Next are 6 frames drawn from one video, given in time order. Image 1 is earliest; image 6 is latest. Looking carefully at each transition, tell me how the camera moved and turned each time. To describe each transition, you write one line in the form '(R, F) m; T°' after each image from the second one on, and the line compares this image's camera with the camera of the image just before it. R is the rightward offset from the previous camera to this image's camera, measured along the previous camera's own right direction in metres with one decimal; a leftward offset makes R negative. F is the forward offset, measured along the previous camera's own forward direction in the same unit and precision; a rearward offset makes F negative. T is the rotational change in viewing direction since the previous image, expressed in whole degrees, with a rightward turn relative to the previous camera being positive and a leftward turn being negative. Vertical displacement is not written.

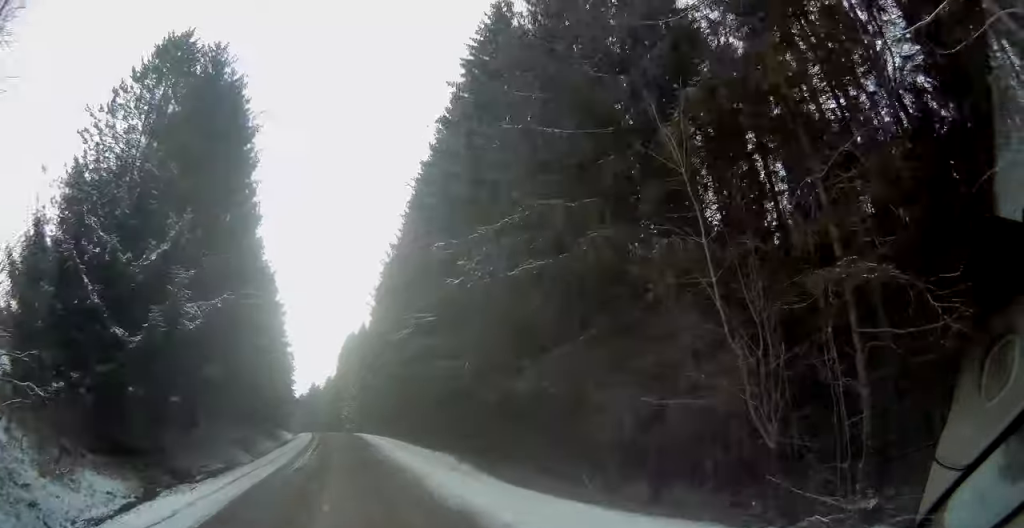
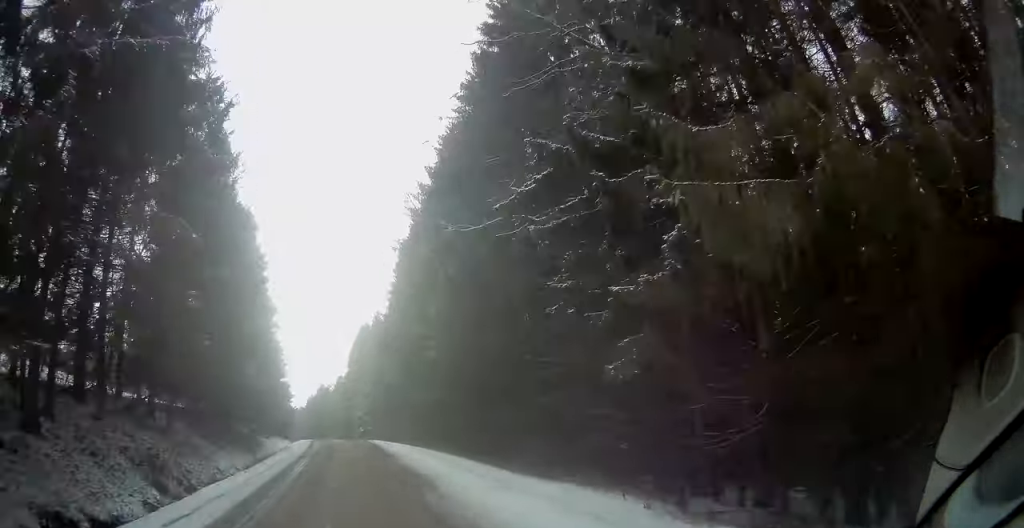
(-1.0, +18.5) m; -1°
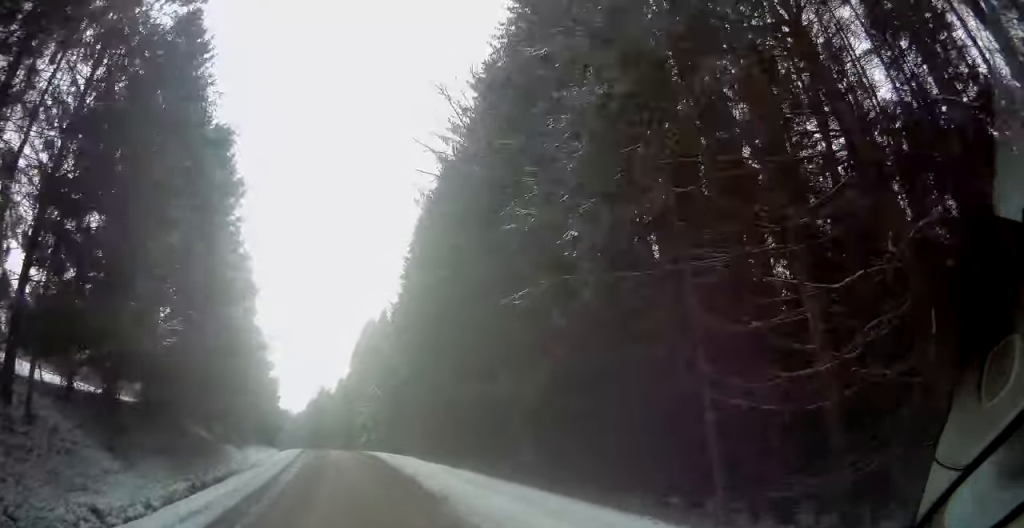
(+0.8, +13.3) m; +2°
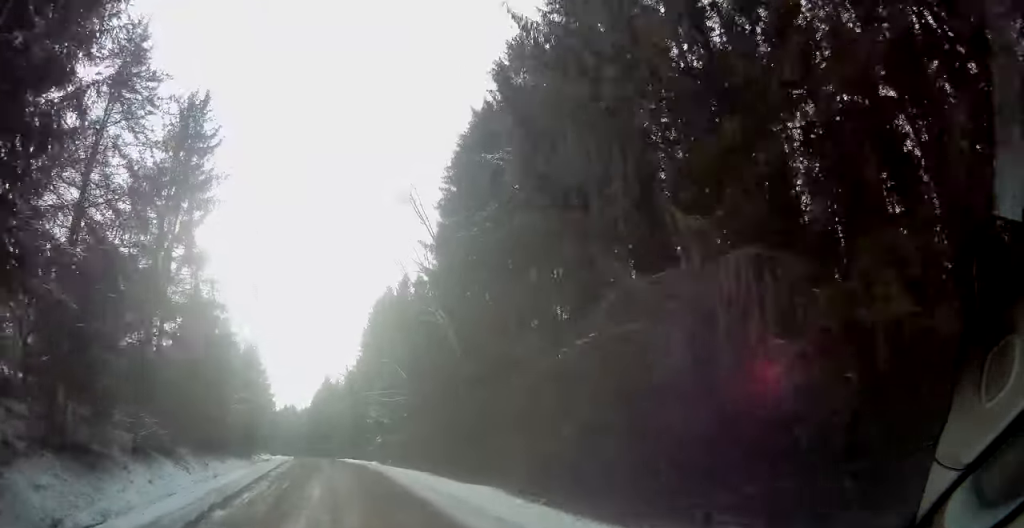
(-0.3, +23.4) m; -3°
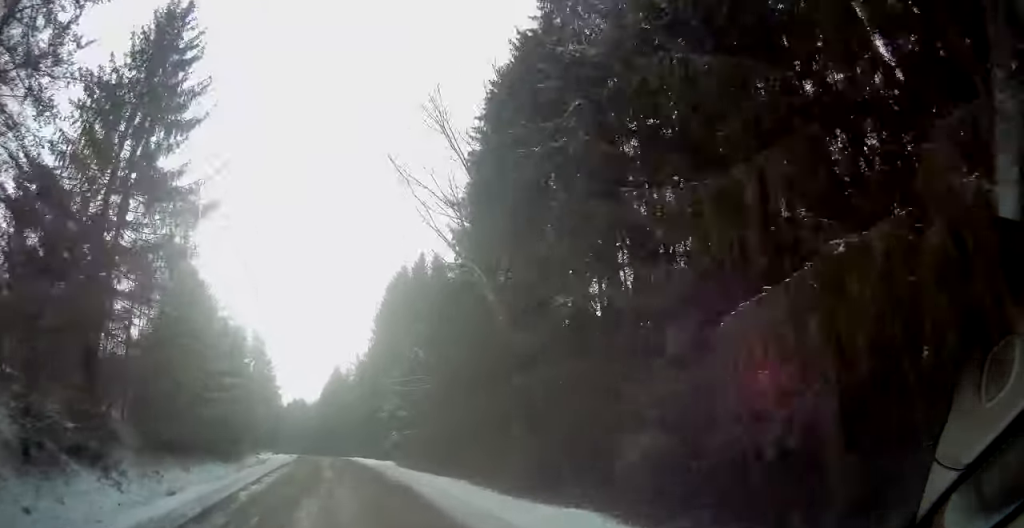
(-0.1, +8.4) m; -1°
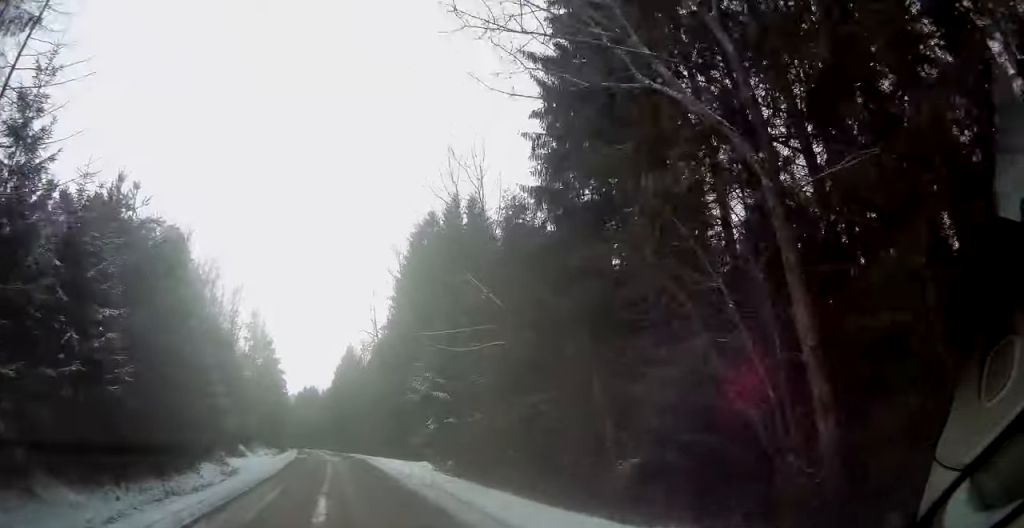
(-0.3, +16.3) m; -2°
